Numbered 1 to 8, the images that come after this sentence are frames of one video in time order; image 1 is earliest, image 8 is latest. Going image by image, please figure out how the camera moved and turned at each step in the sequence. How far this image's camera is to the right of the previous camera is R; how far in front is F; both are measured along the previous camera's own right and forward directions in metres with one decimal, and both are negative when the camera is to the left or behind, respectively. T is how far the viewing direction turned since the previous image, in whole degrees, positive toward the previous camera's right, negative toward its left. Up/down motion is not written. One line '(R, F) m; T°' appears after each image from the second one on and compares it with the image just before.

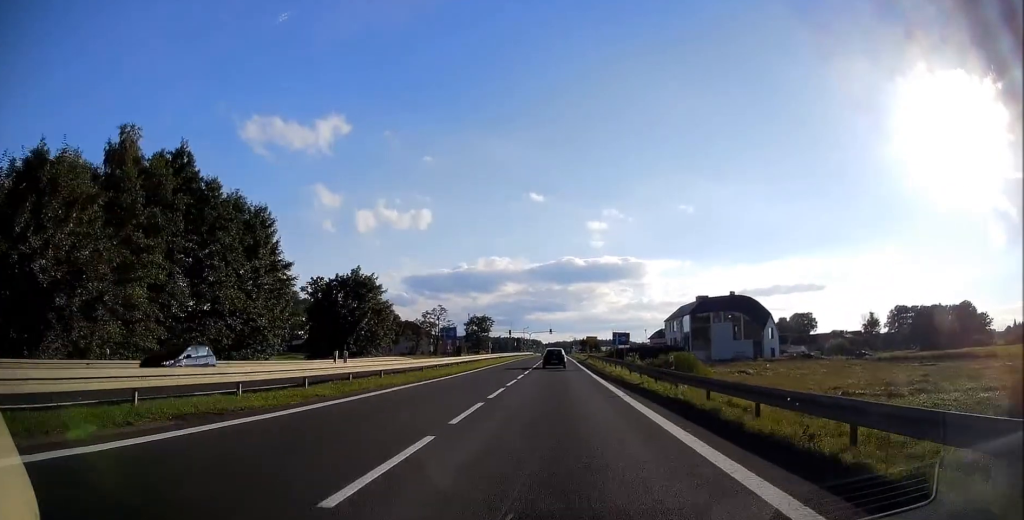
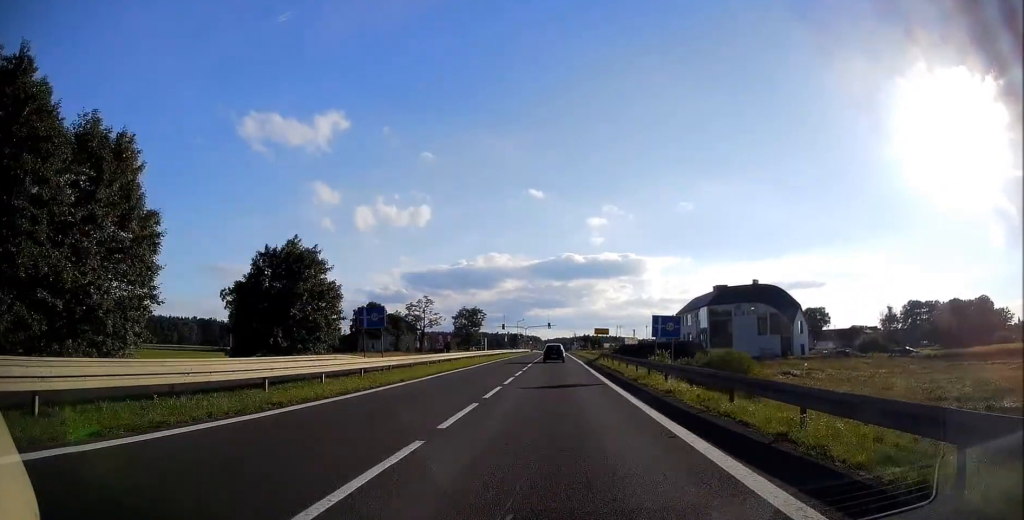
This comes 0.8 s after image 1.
(0.0, +18.3) m; +1°
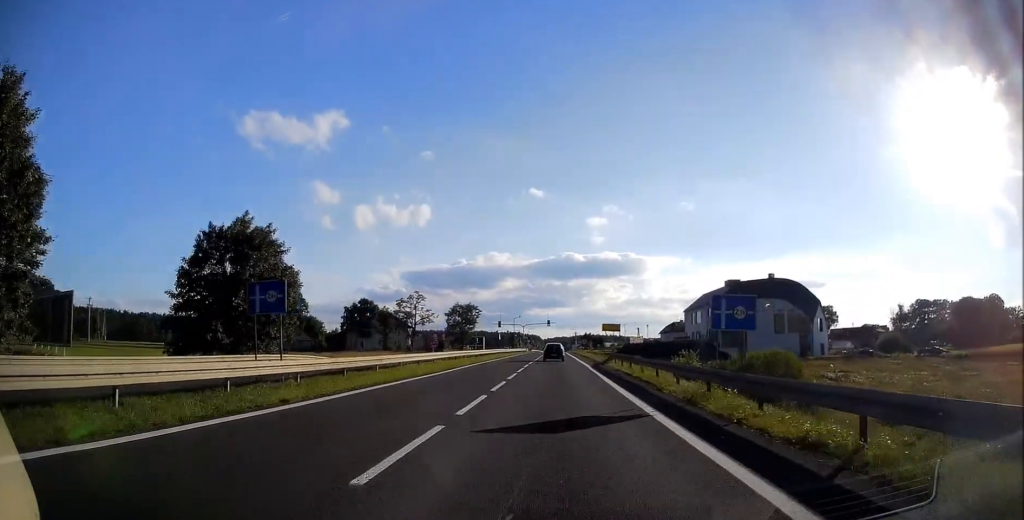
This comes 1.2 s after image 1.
(+0.1, +9.8) m; 0°
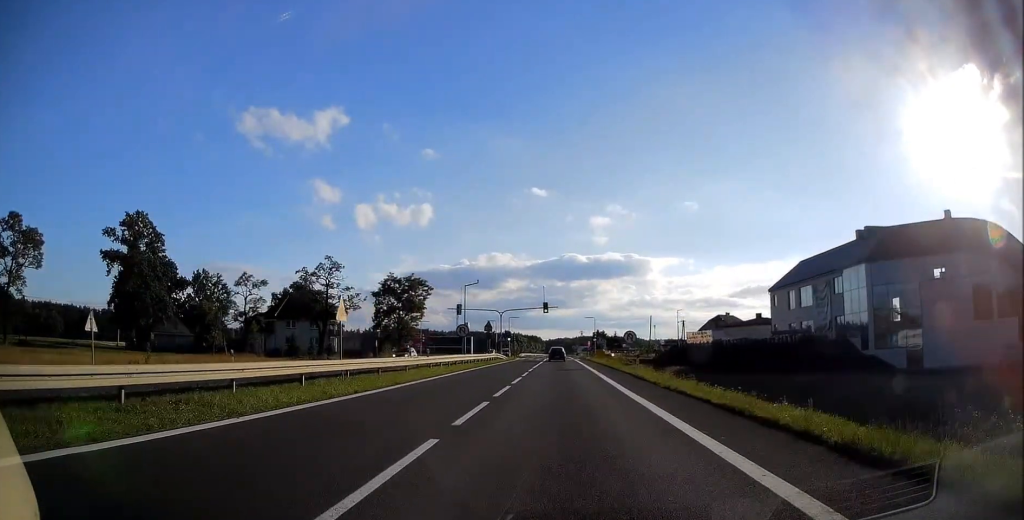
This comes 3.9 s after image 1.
(-0.5, +59.5) m; -1°
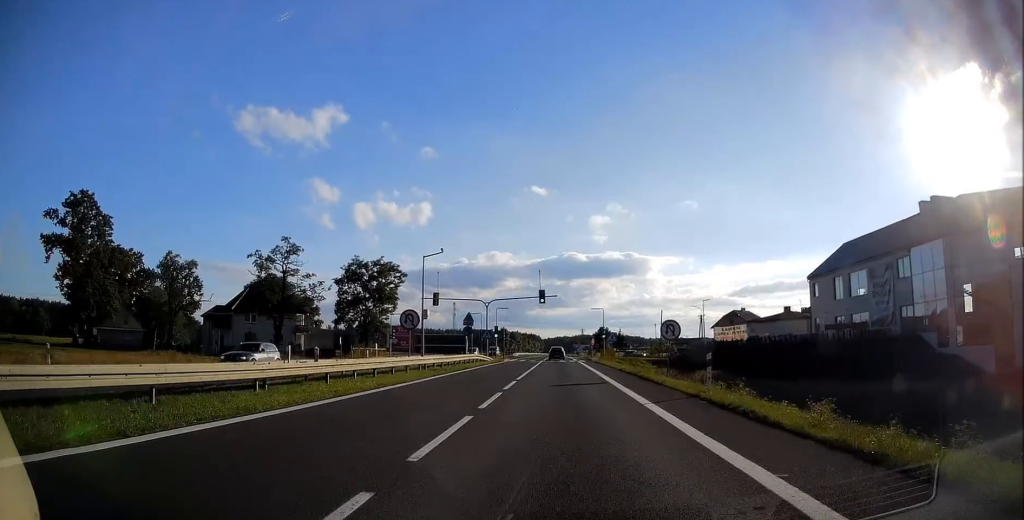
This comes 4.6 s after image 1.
(-0.1, +14.9) m; 0°
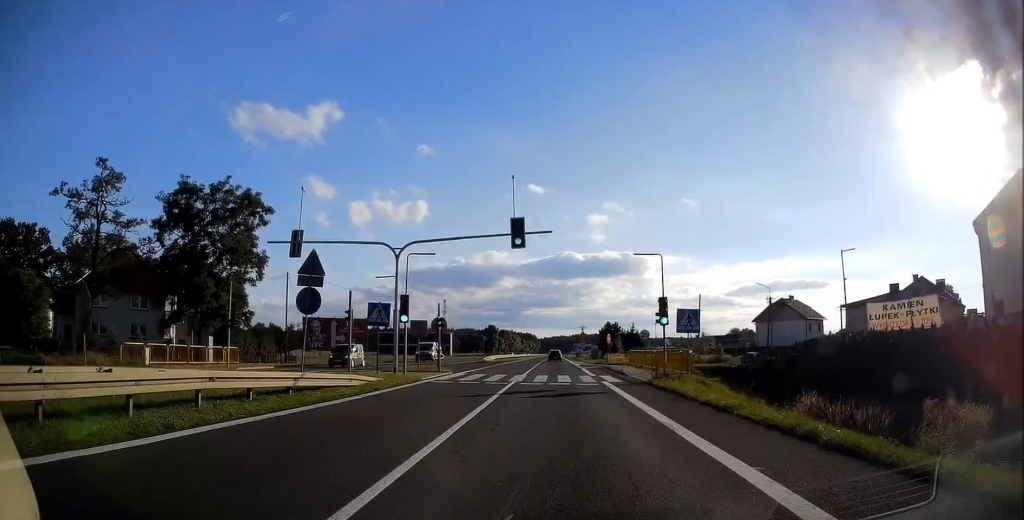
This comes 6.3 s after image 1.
(+0.2, +34.5) m; 0°
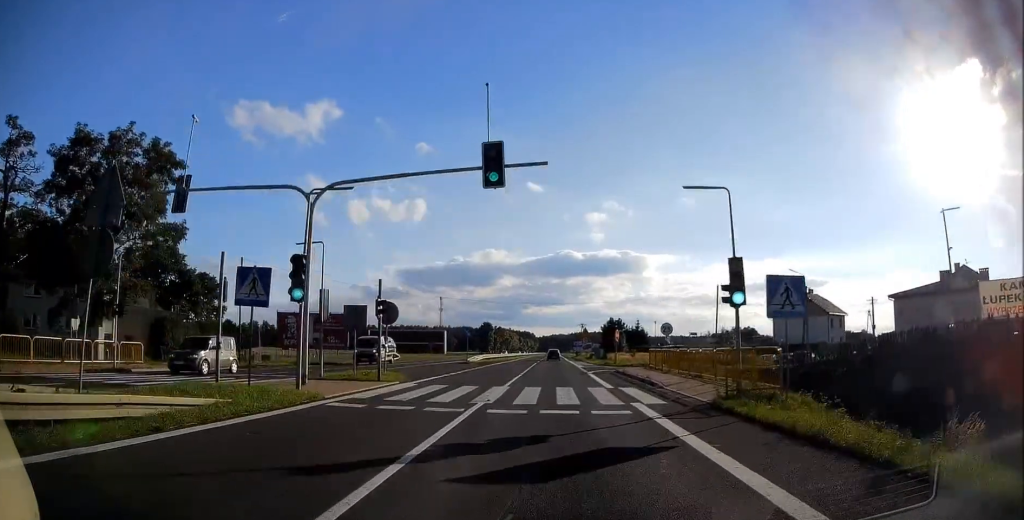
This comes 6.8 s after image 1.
(0.0, +10.2) m; 0°
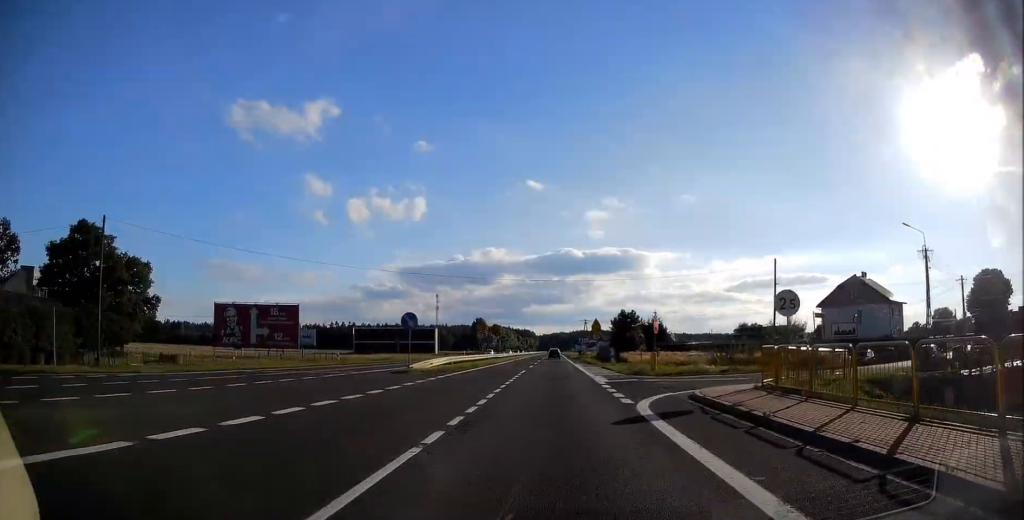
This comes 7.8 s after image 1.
(+0.1, +19.6) m; +1°
